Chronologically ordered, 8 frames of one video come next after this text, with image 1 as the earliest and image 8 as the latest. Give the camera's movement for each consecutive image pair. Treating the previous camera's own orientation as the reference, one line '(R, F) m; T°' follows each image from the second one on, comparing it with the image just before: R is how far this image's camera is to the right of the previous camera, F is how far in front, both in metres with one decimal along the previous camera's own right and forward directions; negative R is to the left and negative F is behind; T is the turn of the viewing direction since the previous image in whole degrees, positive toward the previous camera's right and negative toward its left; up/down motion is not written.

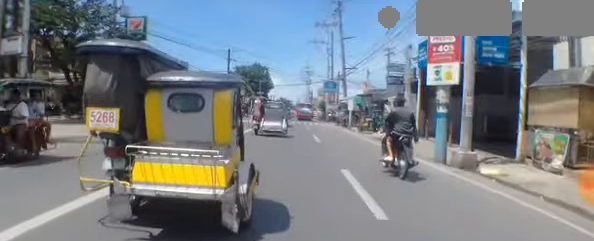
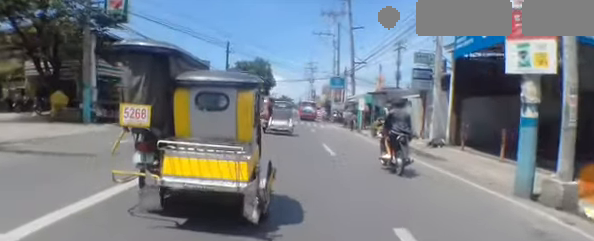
(+0.1, +2.9) m; +4°
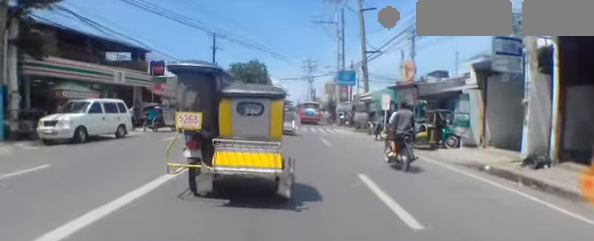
(+0.3, +6.1) m; +1°
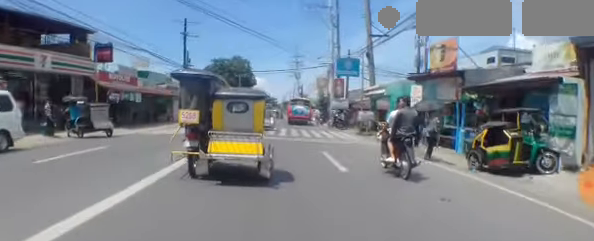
(-0.3, +6.4) m; -5°
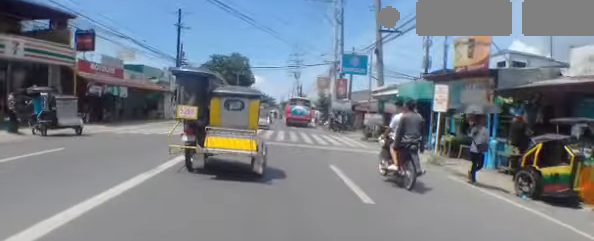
(0.0, +2.3) m; -2°
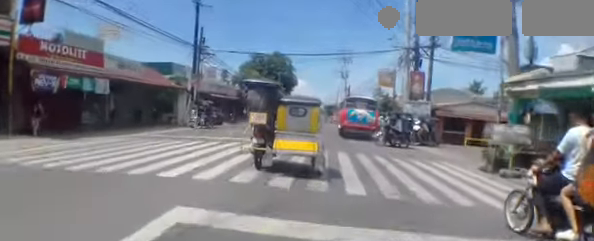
(-0.5, +8.9) m; -6°
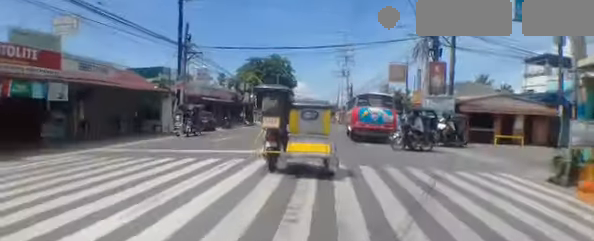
(0.0, +3.0) m; 0°
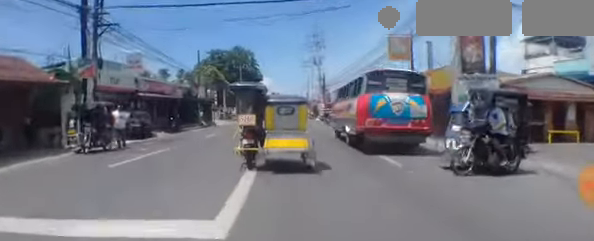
(0.0, +6.8) m; +6°
